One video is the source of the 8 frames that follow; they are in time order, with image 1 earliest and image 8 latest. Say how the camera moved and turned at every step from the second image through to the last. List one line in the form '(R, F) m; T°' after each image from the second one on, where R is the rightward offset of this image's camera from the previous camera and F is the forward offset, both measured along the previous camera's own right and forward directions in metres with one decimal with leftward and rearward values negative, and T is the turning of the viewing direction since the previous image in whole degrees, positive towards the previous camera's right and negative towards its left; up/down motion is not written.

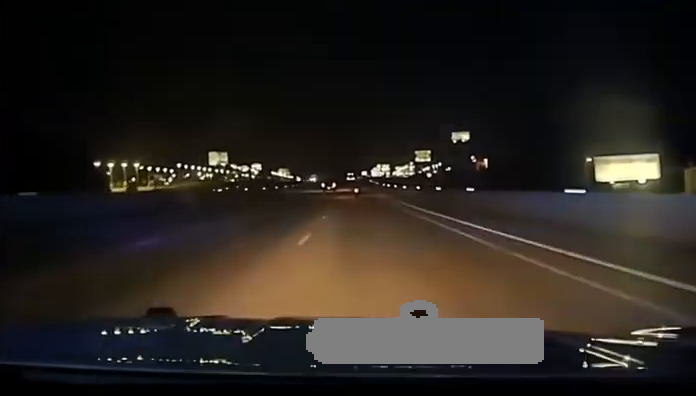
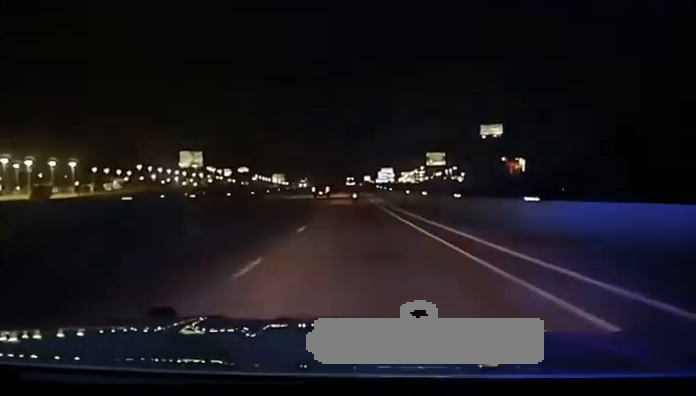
(-0.2, +58.5) m; 0°
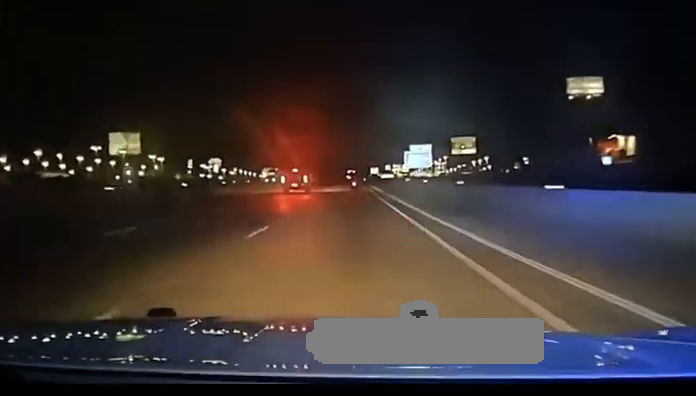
(0.0, +89.9) m; 0°
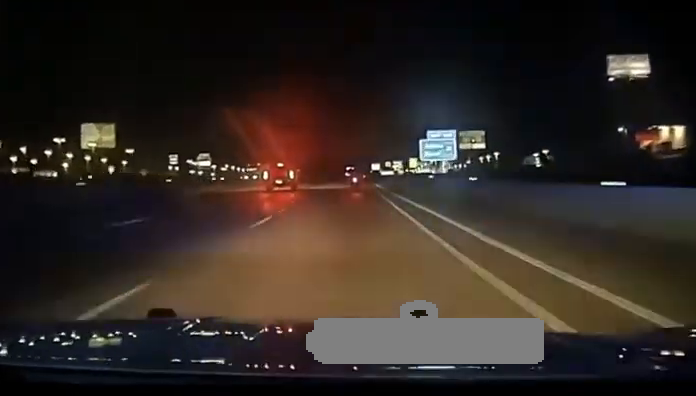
(0.0, +24.1) m; 0°
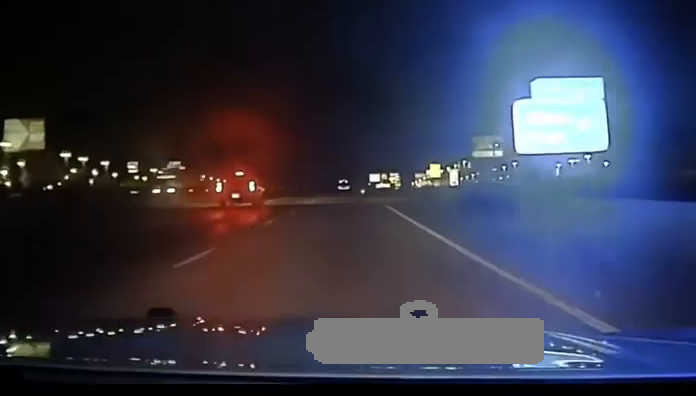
(0.0, +51.2) m; 0°
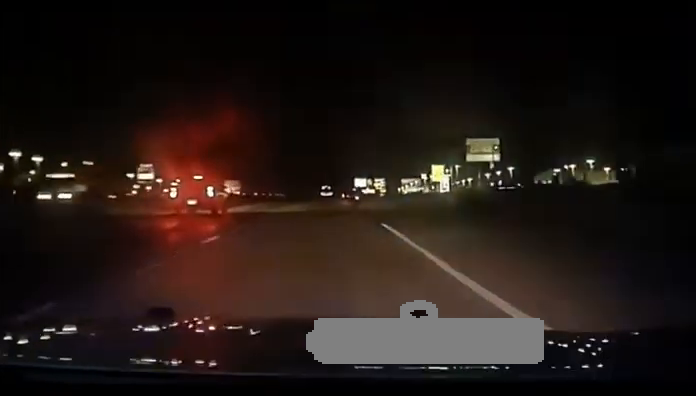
(-0.1, +21.5) m; +1°
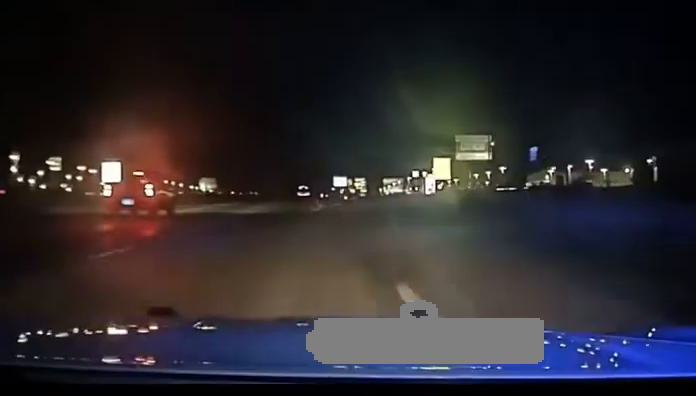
(0.0, +18.6) m; +1°
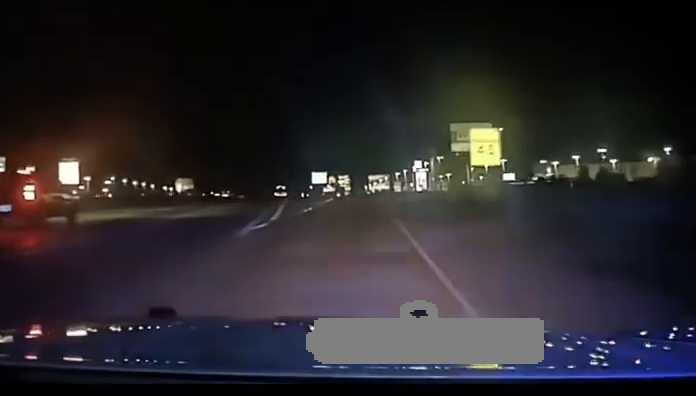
(+0.5, +22.6) m; +2°
